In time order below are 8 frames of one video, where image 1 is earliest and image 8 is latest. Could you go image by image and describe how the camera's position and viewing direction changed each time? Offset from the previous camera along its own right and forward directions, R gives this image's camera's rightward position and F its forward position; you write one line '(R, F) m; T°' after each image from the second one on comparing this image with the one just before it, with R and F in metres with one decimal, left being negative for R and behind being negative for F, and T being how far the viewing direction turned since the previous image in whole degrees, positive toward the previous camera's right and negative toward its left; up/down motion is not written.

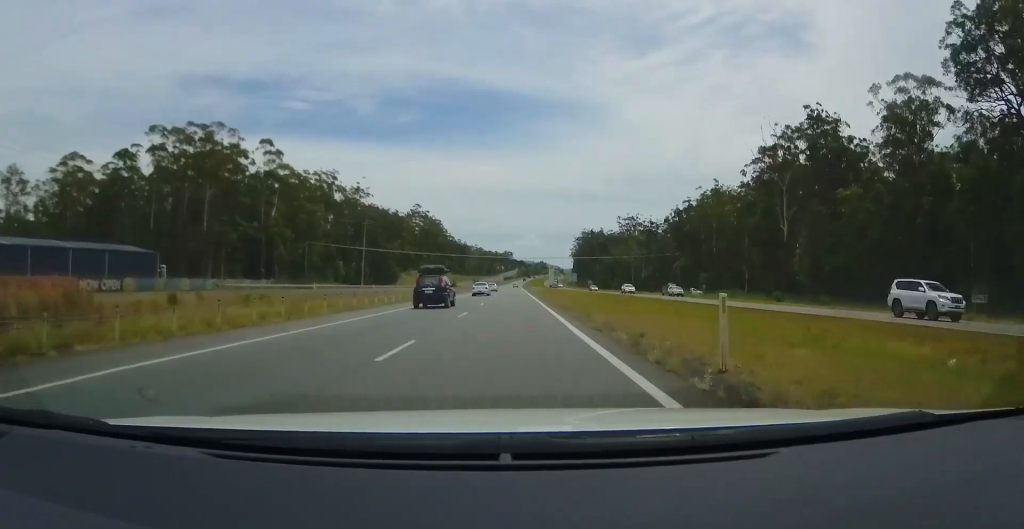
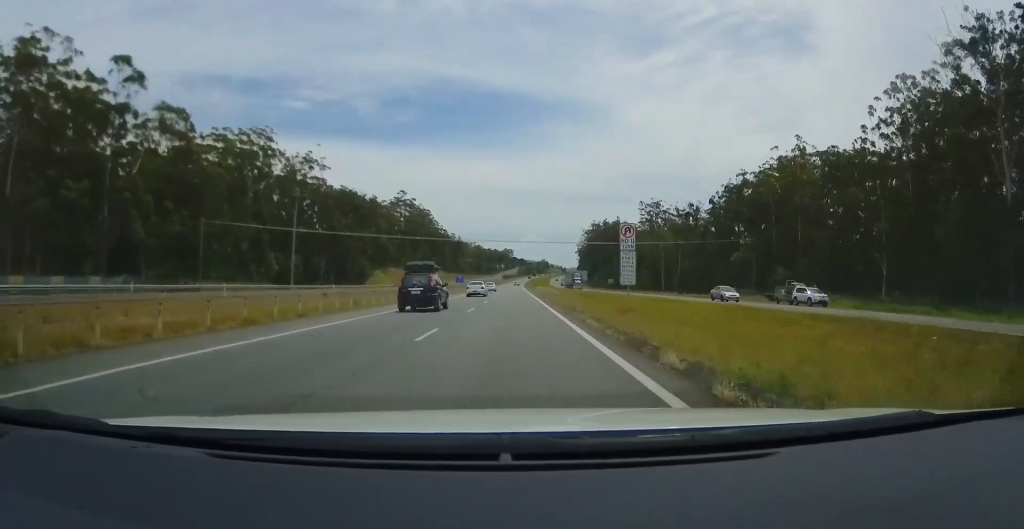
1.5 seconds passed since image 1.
(0.0, +44.3) m; -1°
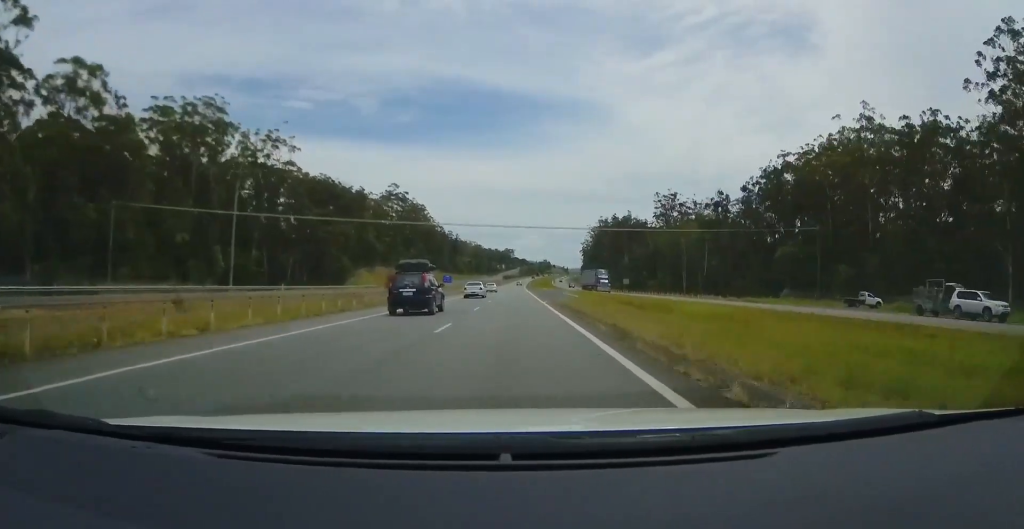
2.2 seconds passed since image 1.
(-0.3, +22.7) m; 0°
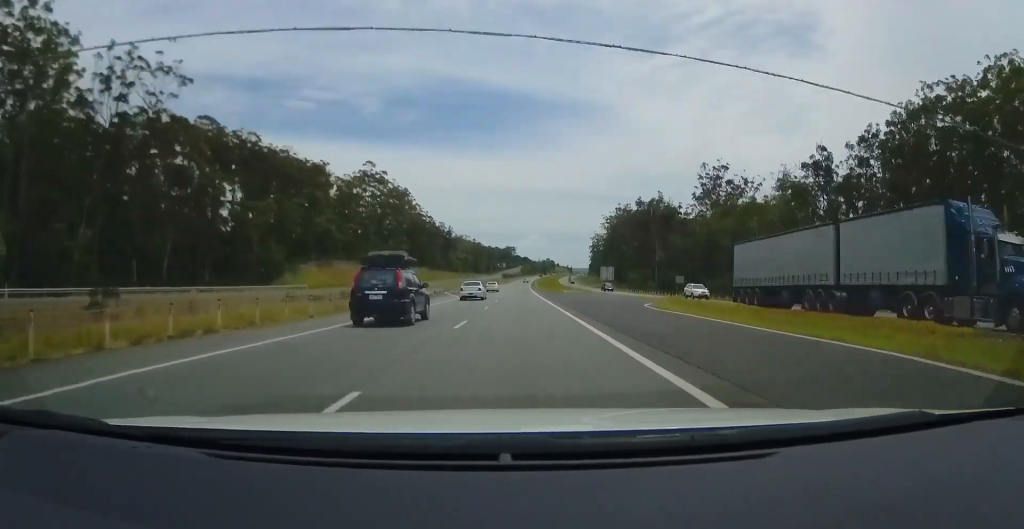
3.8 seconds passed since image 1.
(+0.2, +46.6) m; 0°
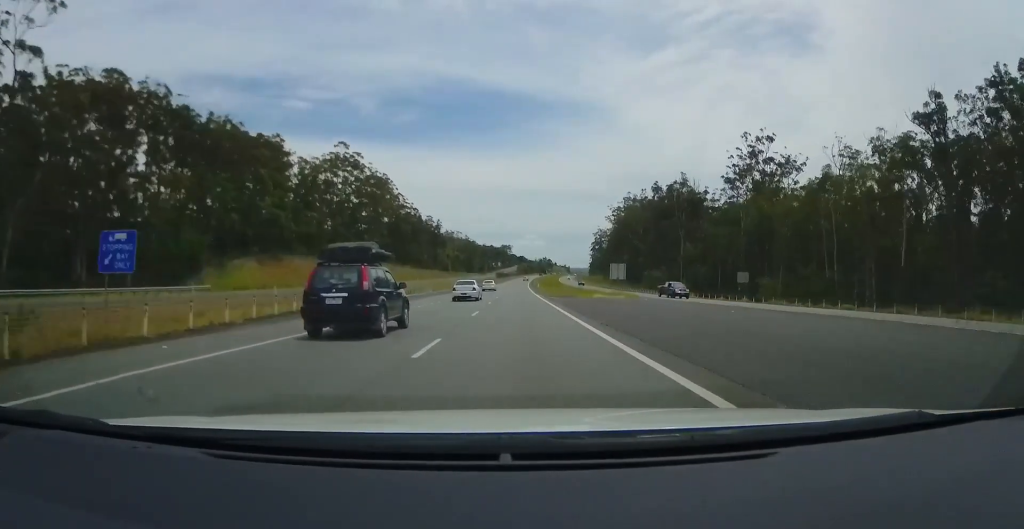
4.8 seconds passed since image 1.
(-0.4, +29.9) m; -1°
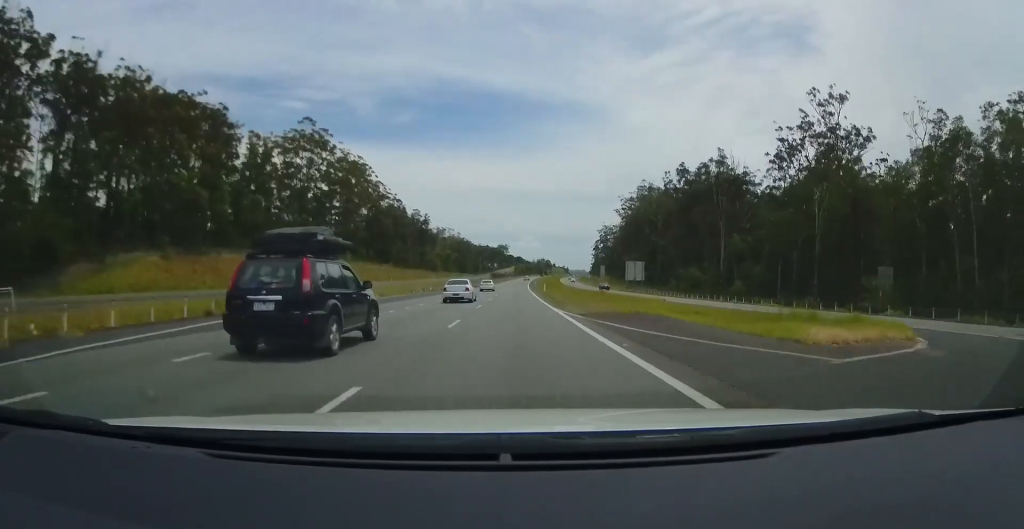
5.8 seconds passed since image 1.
(+0.1, +29.9) m; +1°
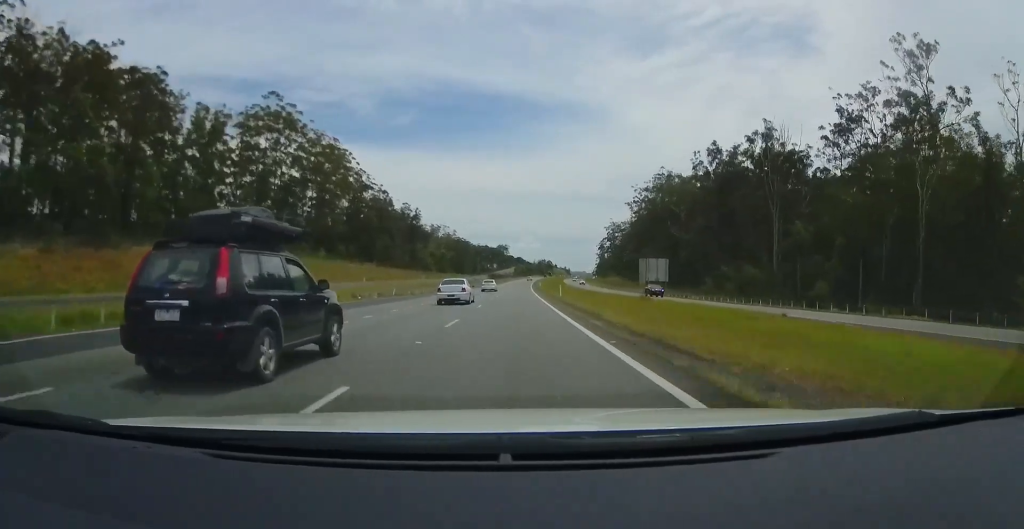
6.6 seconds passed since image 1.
(+0.2, +23.9) m; +1°
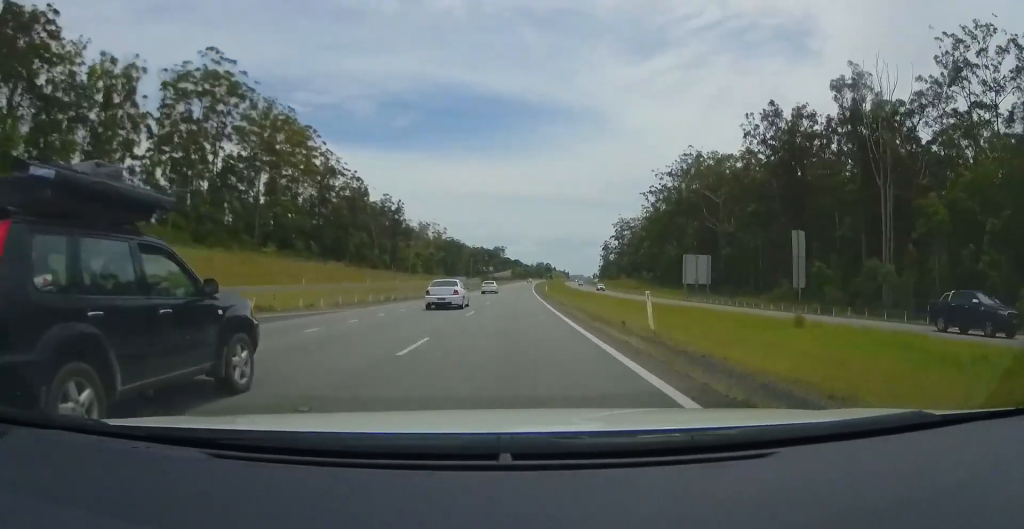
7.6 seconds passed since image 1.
(+0.5, +29.8) m; 0°
